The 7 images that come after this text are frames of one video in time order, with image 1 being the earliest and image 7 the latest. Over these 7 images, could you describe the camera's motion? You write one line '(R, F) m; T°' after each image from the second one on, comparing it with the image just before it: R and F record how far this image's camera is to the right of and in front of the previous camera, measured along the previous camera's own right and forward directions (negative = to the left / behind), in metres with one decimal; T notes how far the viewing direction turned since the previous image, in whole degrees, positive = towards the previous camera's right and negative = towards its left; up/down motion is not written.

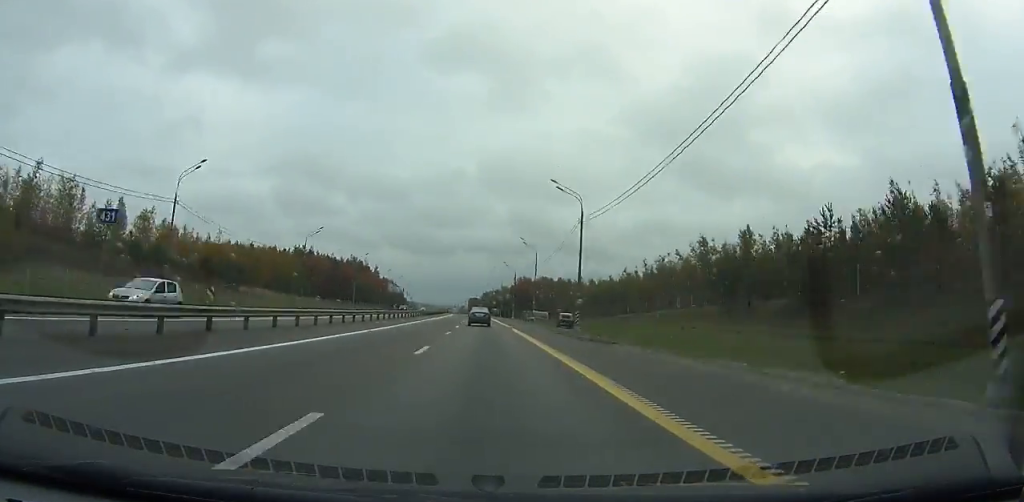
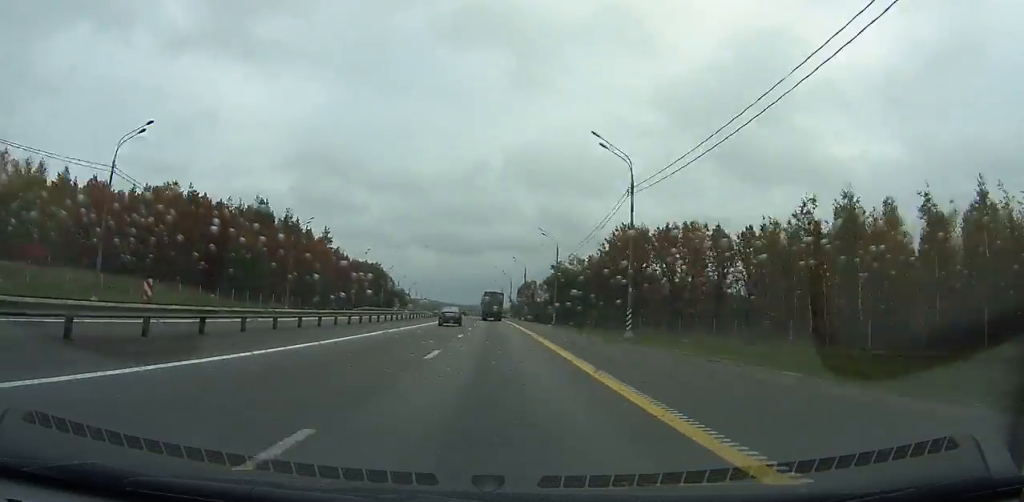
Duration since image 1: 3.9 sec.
(-3.2, +119.7) m; -4°
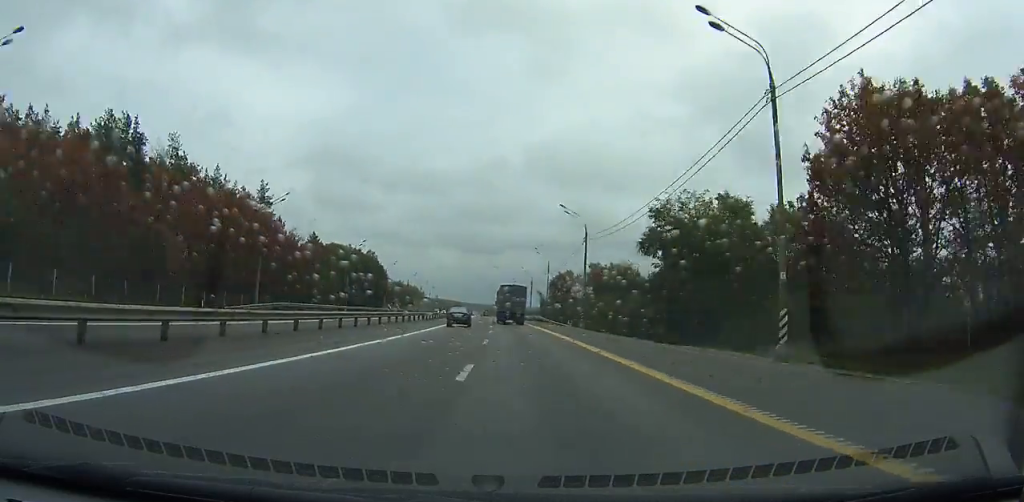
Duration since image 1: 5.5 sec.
(-1.0, +49.3) m; -1°
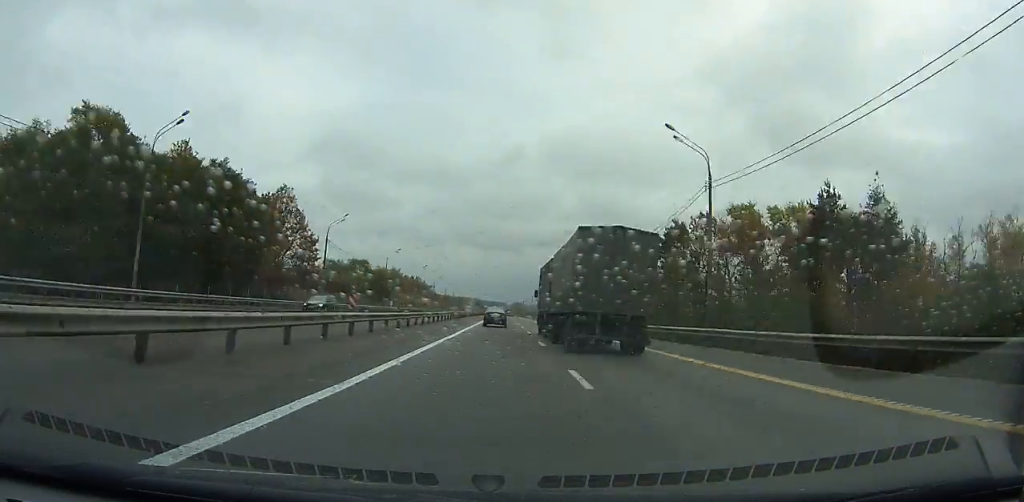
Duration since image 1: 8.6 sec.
(-2.4, +96.1) m; -2°
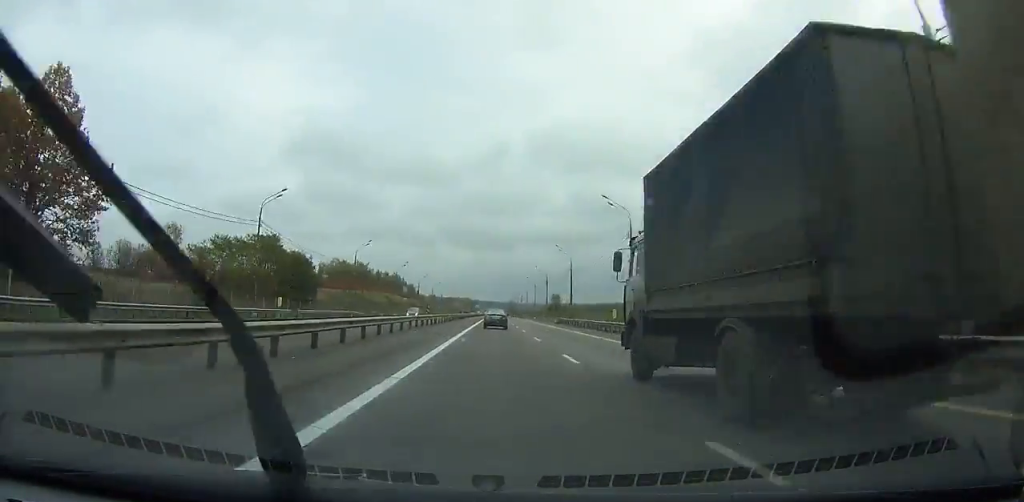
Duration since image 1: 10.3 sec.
(-0.7, +53.2) m; -1°
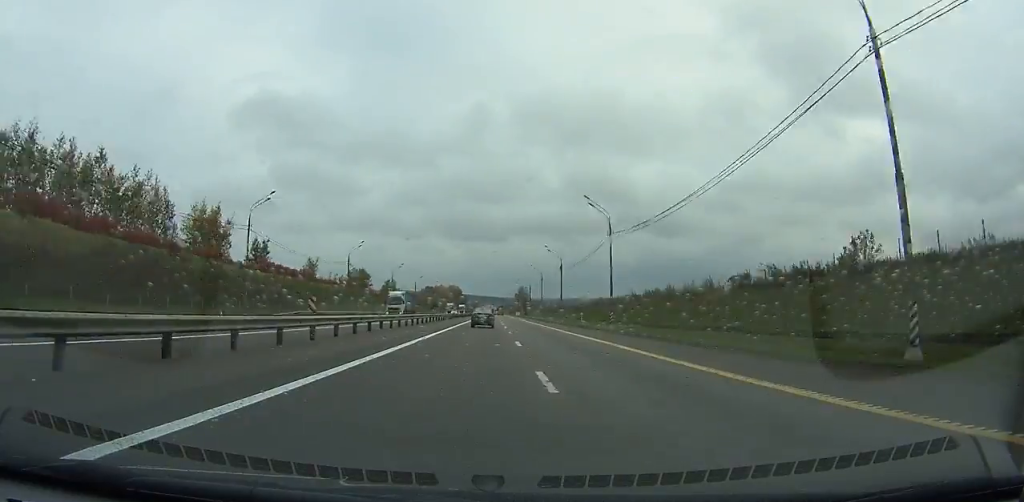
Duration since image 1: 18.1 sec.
(+1.6, +249.2) m; 0°
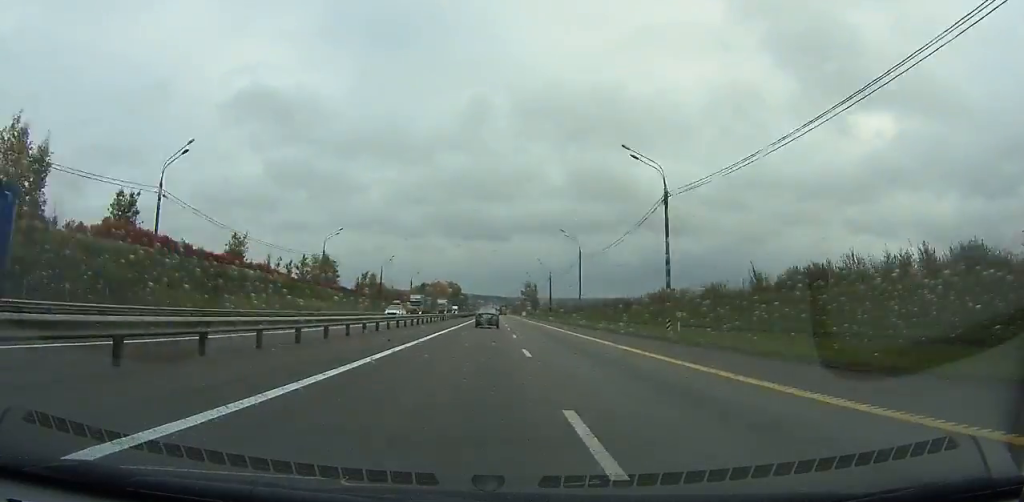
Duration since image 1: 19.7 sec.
(-0.1, +52.1) m; 0°
